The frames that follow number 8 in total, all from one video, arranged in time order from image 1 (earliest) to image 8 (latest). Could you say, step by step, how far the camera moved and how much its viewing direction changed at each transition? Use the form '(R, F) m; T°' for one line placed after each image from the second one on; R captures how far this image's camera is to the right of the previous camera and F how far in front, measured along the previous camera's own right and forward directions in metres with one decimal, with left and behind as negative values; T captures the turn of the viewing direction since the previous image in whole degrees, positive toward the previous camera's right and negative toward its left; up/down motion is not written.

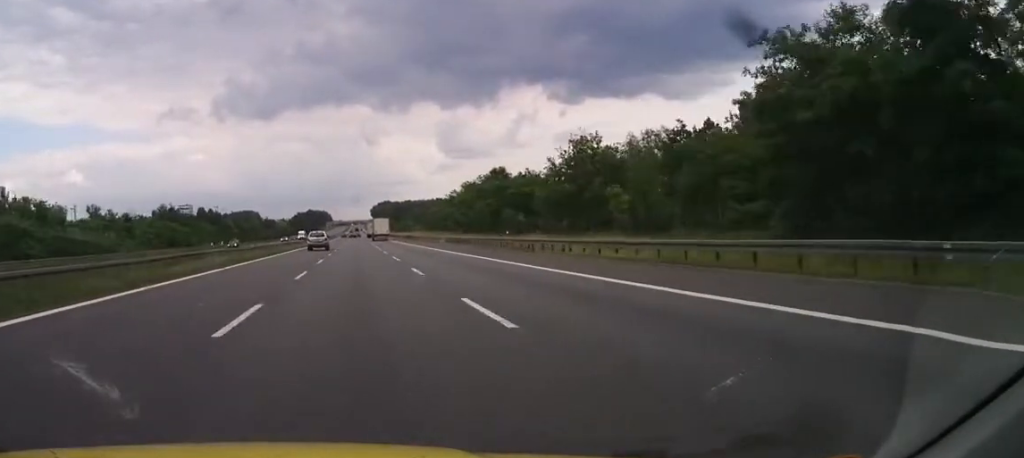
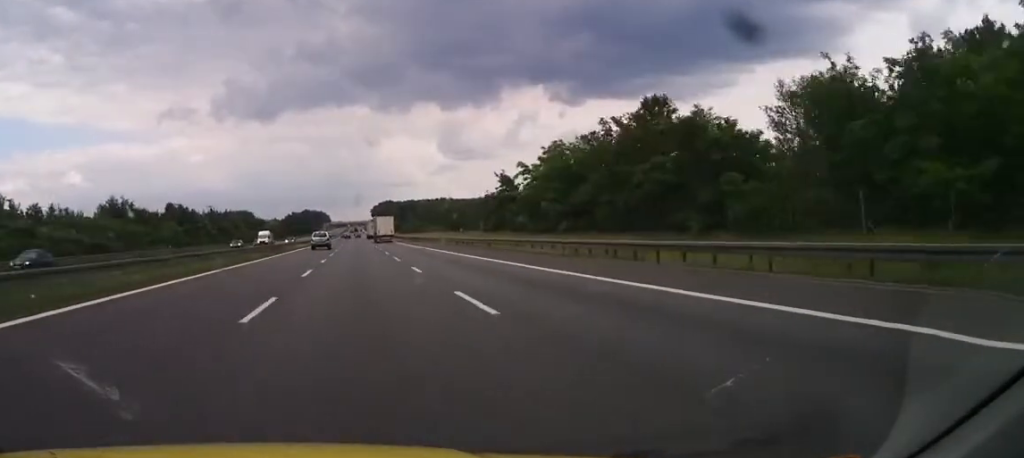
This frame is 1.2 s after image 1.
(-0.4, +46.1) m; -1°
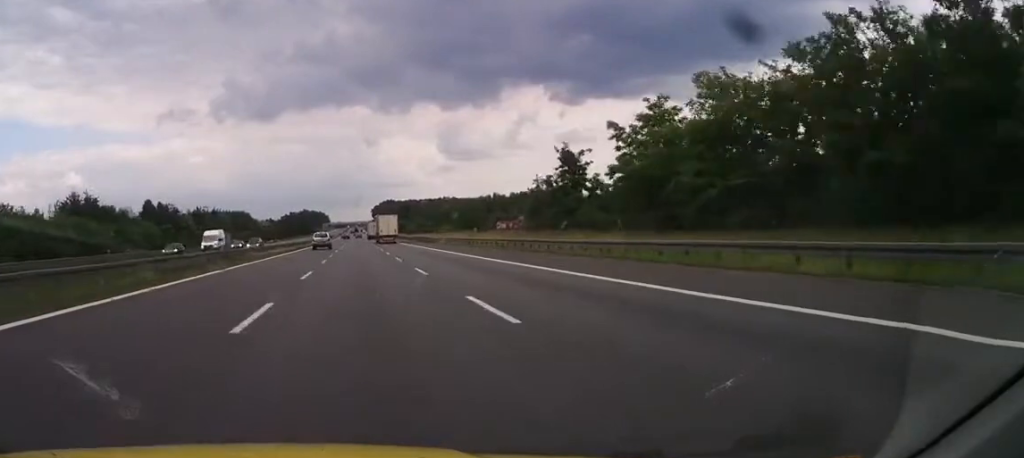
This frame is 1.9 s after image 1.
(-0.2, +25.0) m; 0°
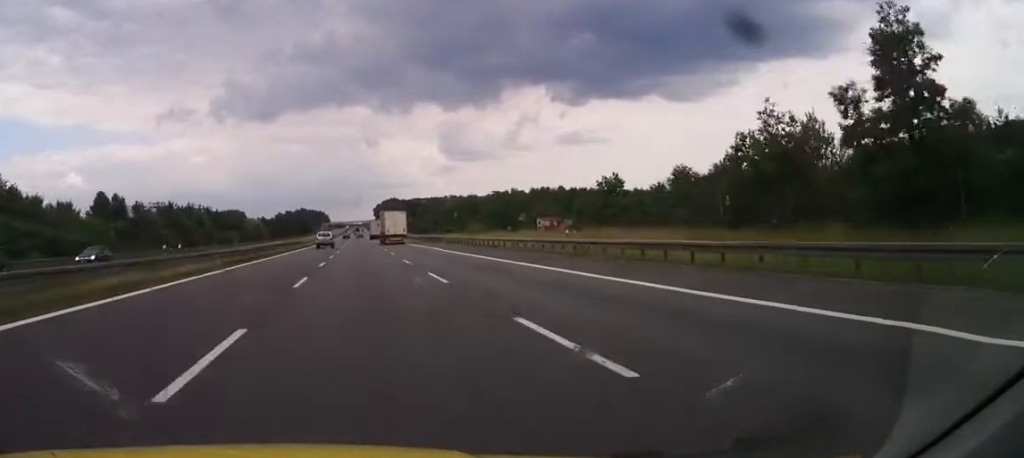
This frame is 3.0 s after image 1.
(+0.1, +40.2) m; +1°
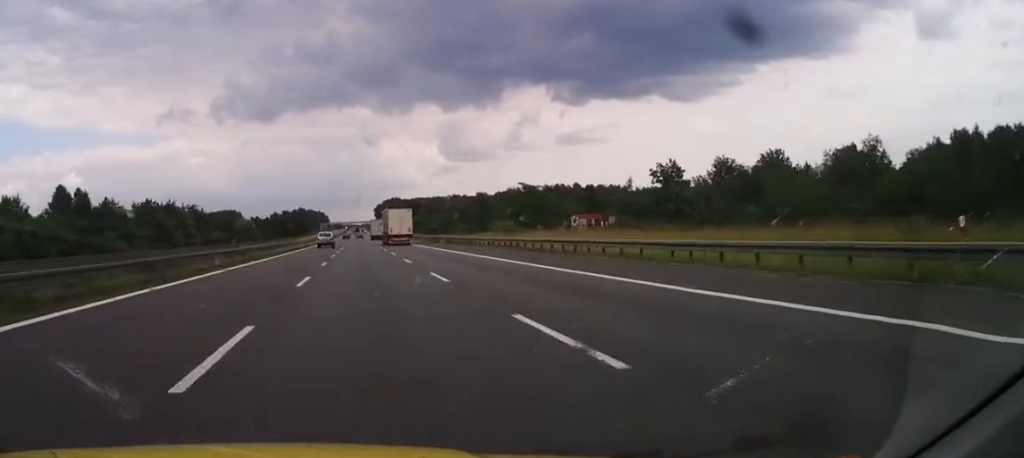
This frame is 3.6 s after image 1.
(+0.3, +23.9) m; 0°
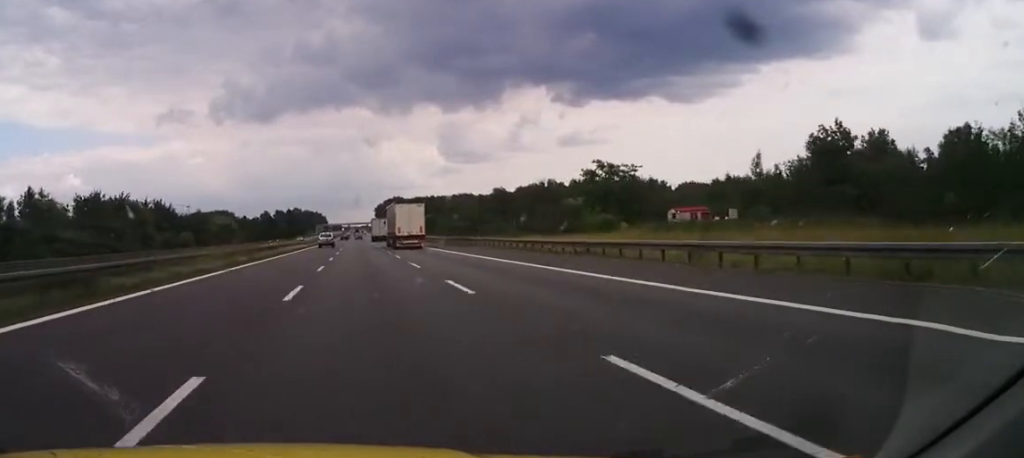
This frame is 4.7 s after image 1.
(-0.4, +40.2) m; 0°
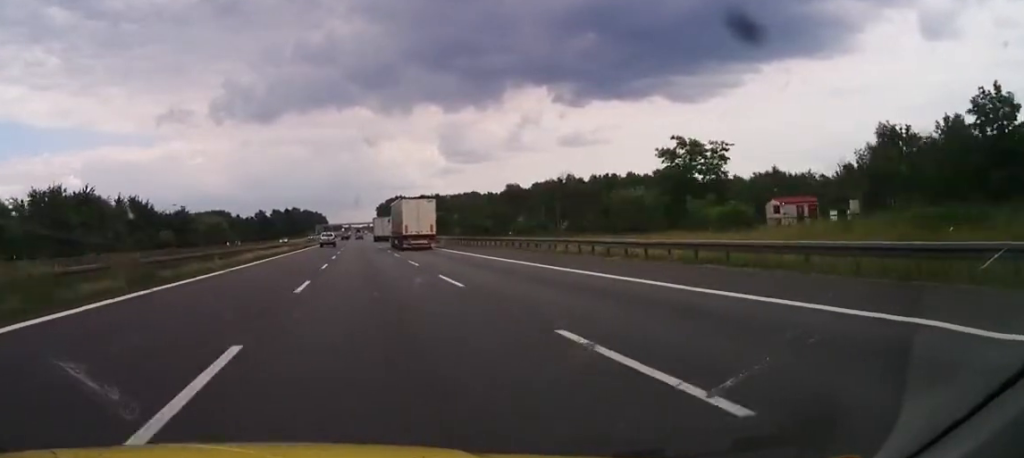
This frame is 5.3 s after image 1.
(+0.2, +22.6) m; 0°
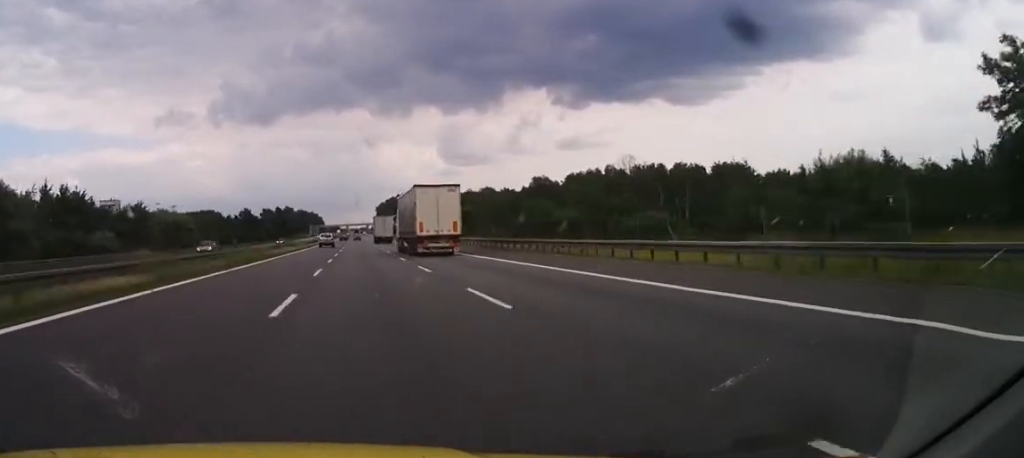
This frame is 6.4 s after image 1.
(+0.3, +41.4) m; 0°
